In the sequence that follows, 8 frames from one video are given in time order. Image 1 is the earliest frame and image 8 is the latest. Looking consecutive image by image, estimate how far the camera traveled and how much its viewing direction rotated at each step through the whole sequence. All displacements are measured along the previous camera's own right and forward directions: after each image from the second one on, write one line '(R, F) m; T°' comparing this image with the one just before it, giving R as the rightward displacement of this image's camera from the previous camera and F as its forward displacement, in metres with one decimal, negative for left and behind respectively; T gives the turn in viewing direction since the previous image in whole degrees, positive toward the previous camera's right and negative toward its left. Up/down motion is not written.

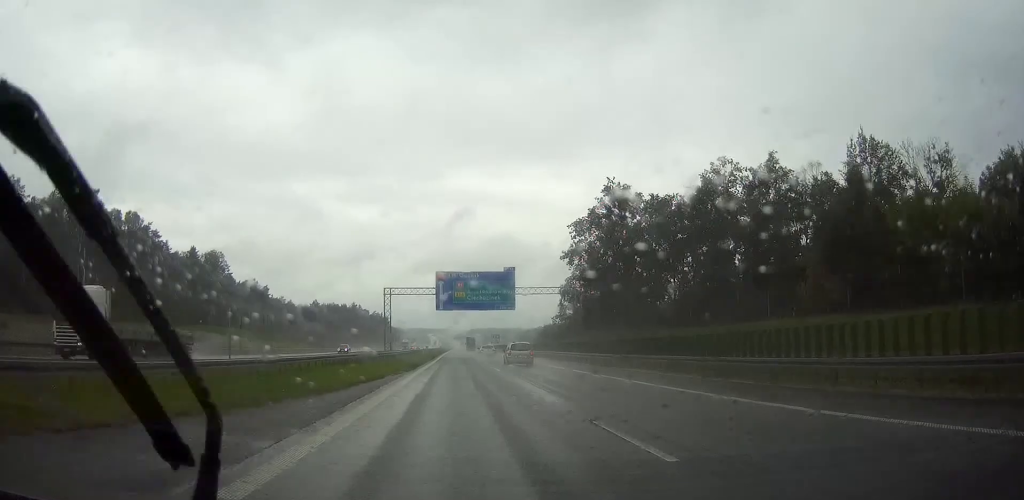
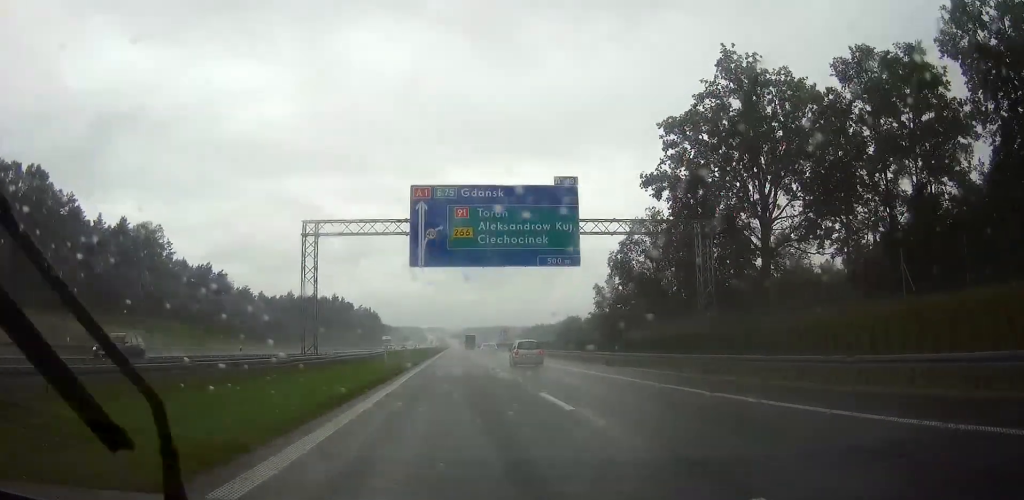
(+0.1, +42.0) m; 0°
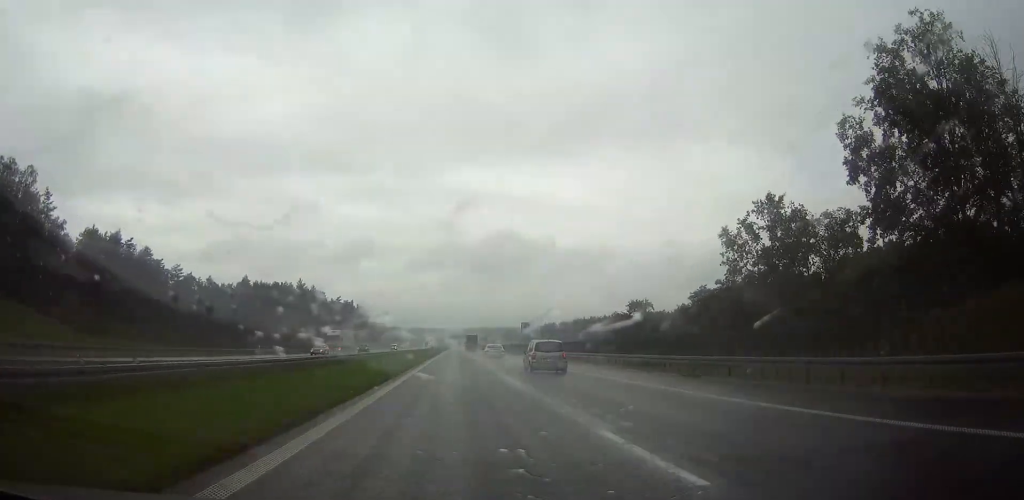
(+0.1, +54.0) m; 0°
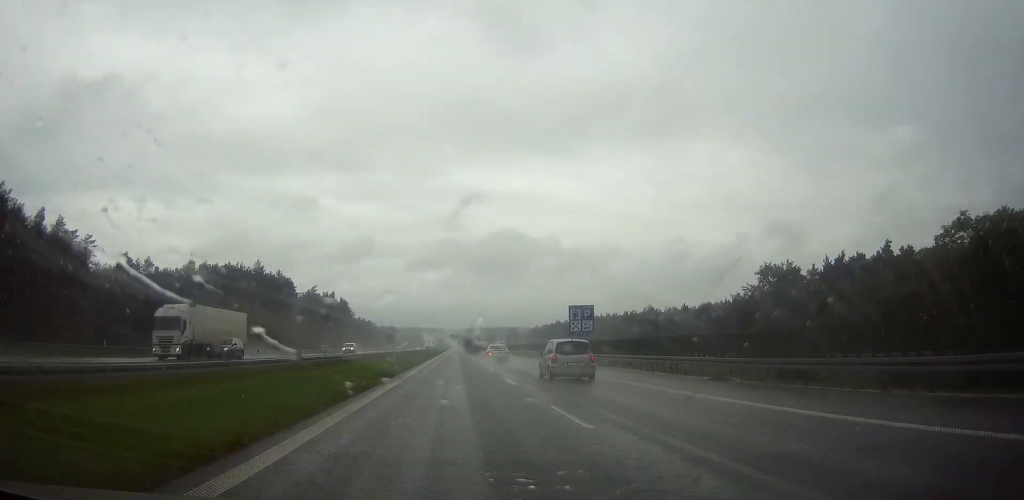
(-0.1, +40.7) m; 0°
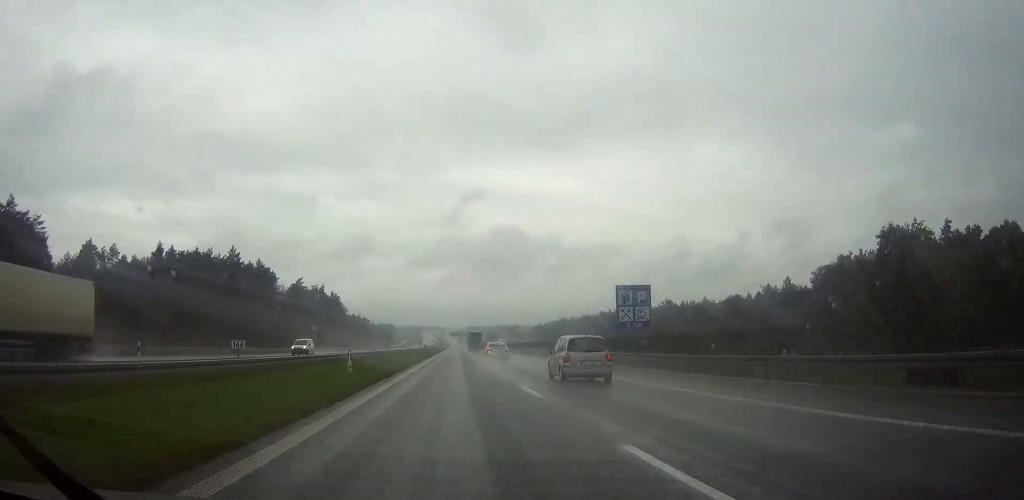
(0.0, +16.6) m; 0°
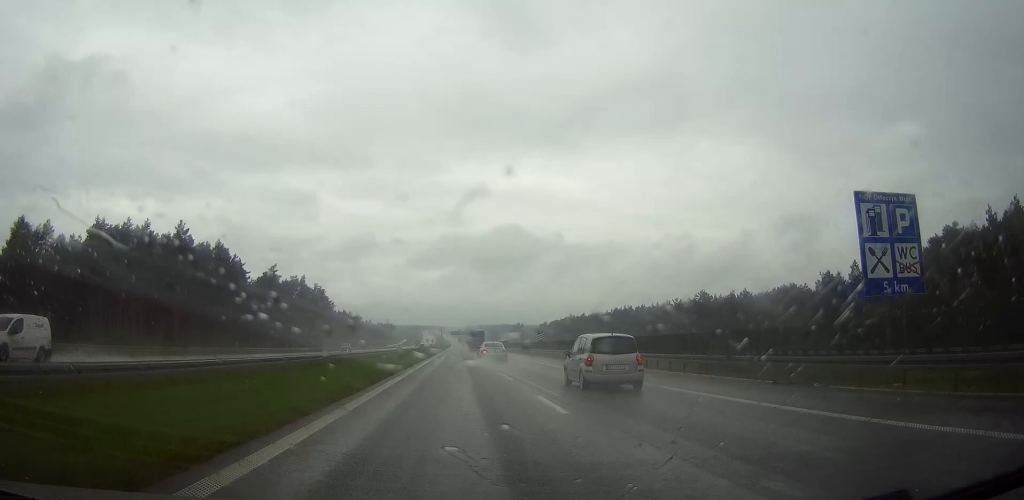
(-0.1, +25.2) m; 0°
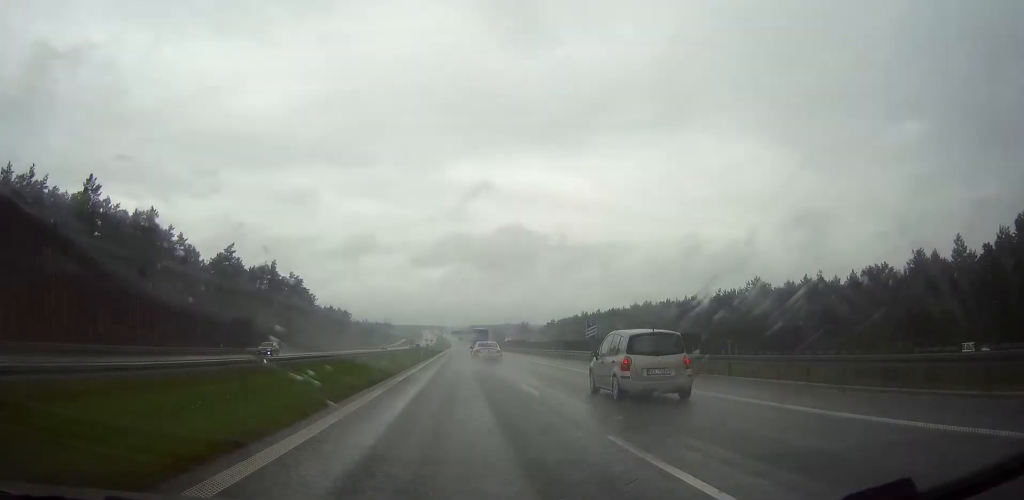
(0.0, +29.8) m; 0°
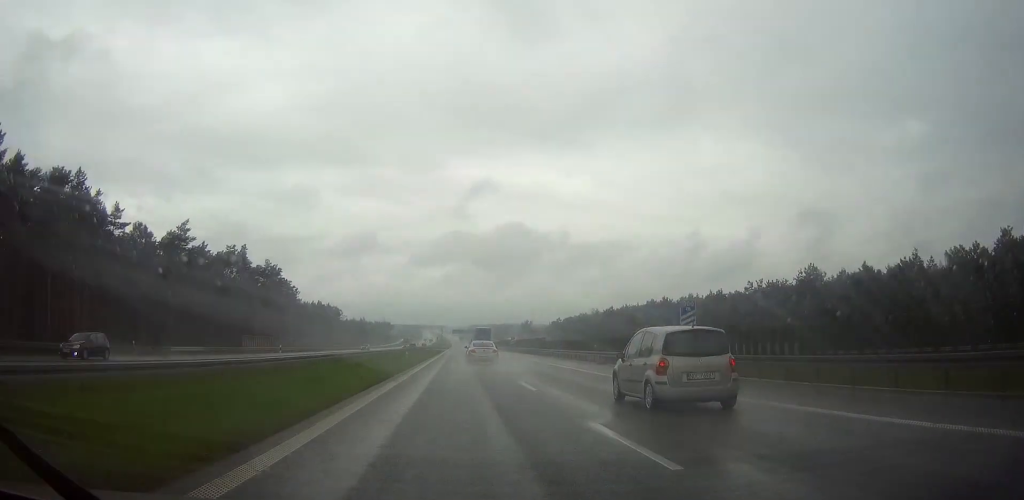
(+0.1, +22.6) m; 0°
